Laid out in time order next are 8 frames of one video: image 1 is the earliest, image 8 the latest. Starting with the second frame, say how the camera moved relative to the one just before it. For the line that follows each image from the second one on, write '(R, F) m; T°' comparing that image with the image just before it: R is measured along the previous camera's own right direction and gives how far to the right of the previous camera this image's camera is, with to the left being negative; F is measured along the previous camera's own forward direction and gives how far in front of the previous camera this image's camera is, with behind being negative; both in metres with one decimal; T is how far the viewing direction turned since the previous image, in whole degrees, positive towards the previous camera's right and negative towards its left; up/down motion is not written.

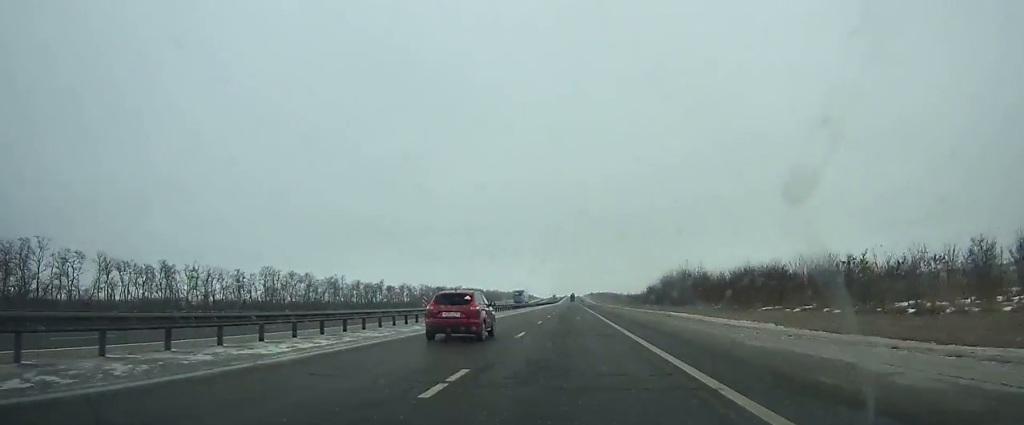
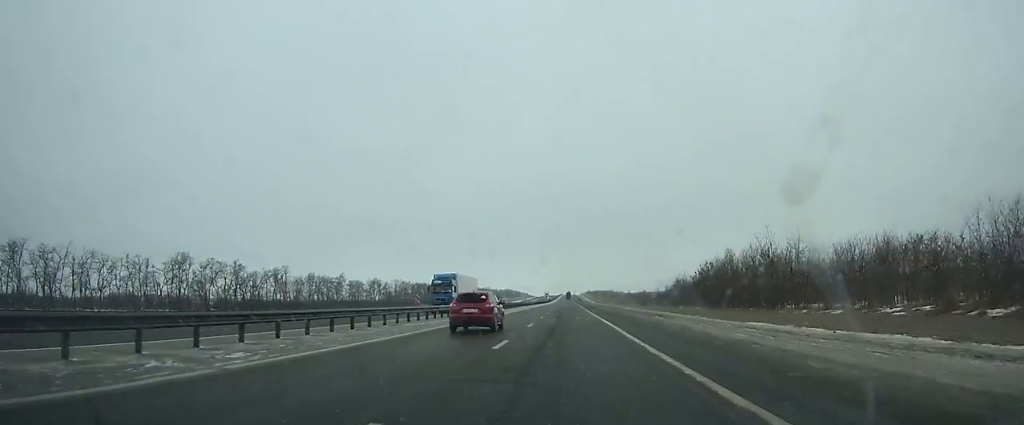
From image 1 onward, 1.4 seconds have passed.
(0.0, +43.5) m; 0°
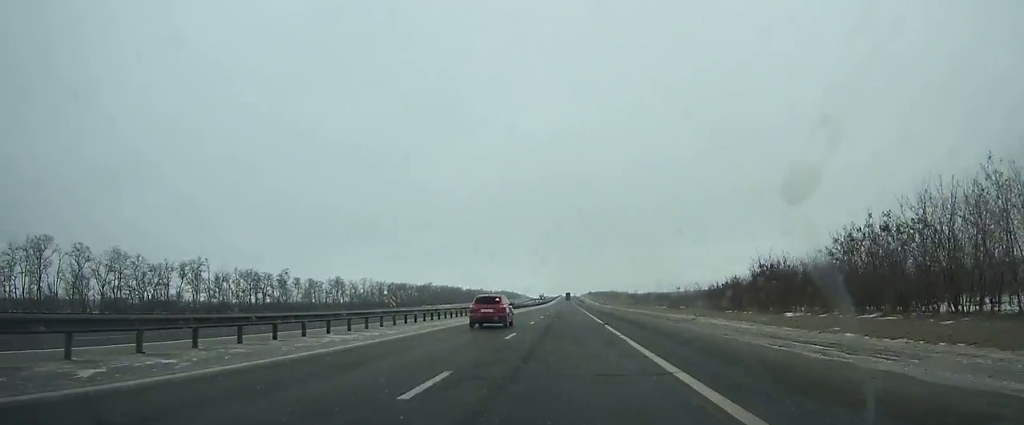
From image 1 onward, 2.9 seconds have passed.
(0.0, +47.1) m; 0°
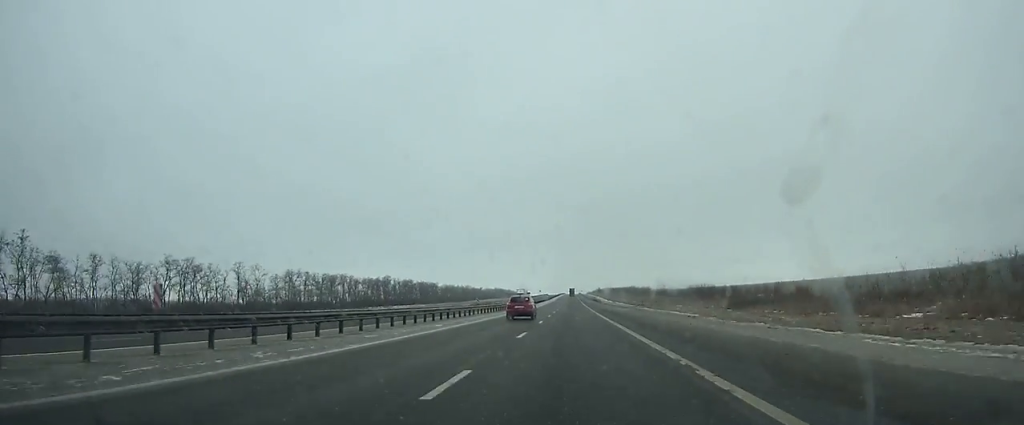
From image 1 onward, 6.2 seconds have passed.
(+0.2, +102.5) m; 0°
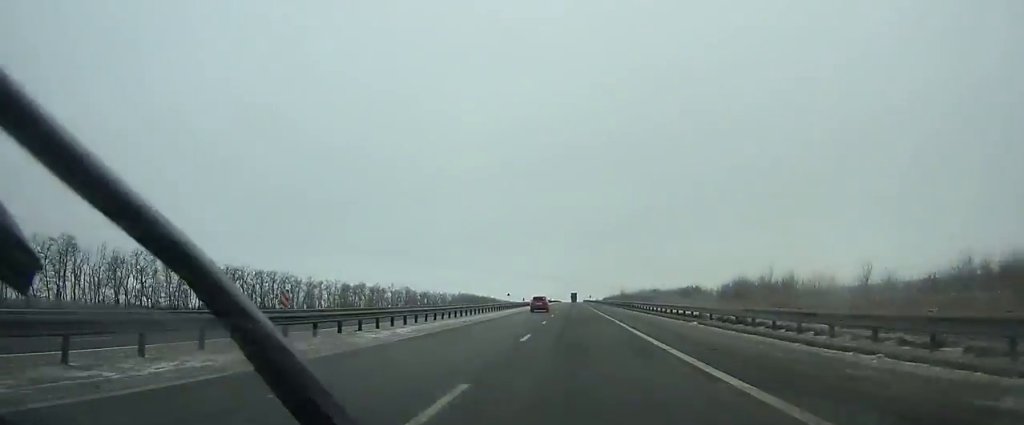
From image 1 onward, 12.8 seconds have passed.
(-0.3, +196.1) m; 0°
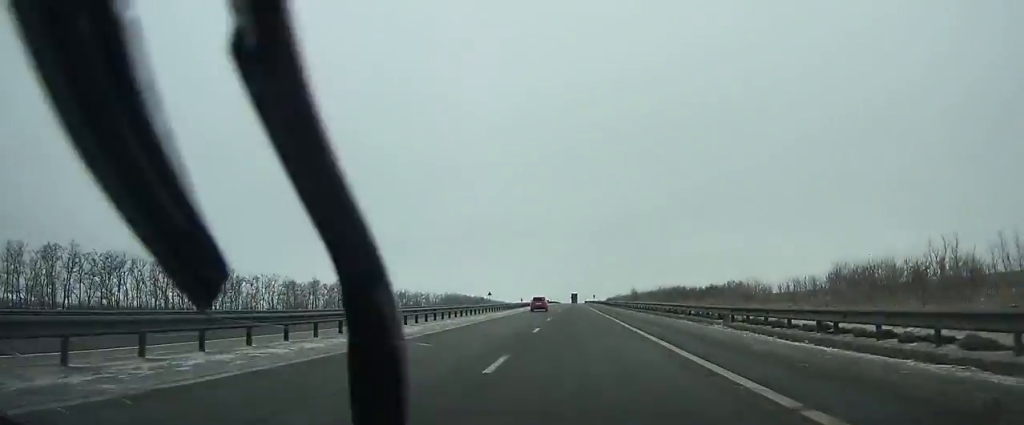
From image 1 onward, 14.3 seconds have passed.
(0.0, +41.9) m; 0°
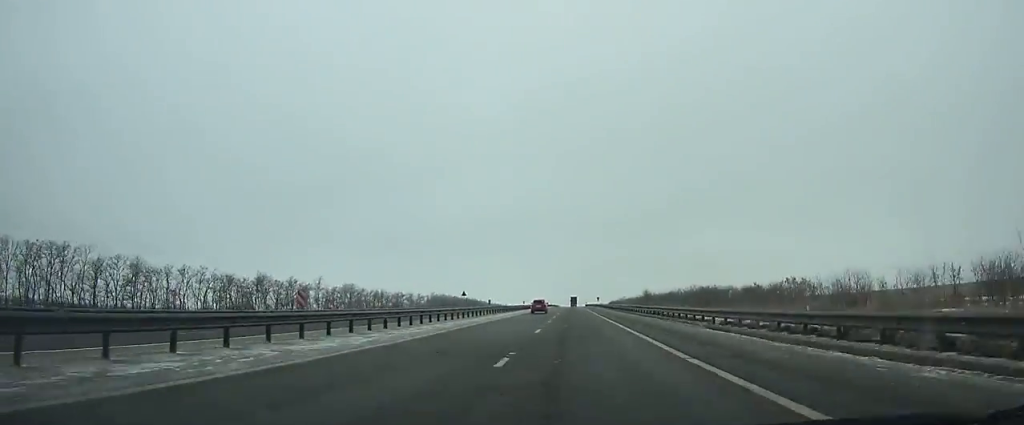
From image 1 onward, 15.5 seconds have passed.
(-0.1, +33.5) m; 0°
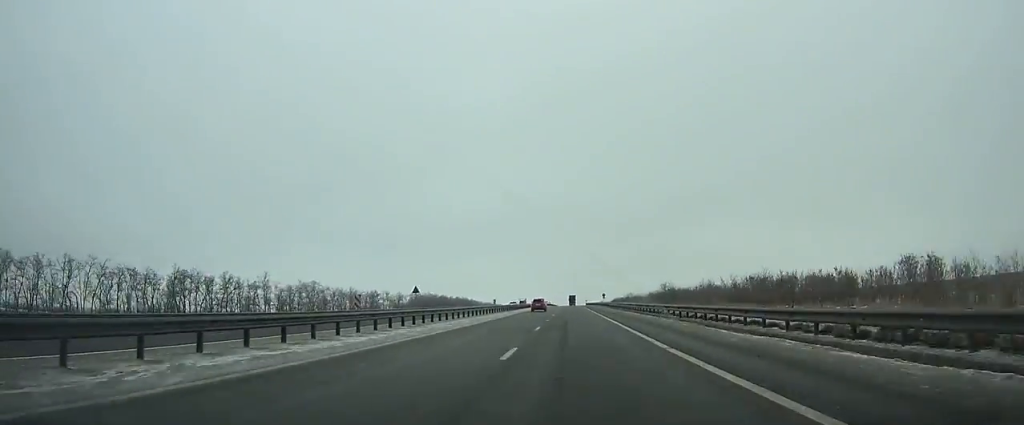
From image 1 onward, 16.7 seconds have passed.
(+0.1, +31.8) m; 0°
